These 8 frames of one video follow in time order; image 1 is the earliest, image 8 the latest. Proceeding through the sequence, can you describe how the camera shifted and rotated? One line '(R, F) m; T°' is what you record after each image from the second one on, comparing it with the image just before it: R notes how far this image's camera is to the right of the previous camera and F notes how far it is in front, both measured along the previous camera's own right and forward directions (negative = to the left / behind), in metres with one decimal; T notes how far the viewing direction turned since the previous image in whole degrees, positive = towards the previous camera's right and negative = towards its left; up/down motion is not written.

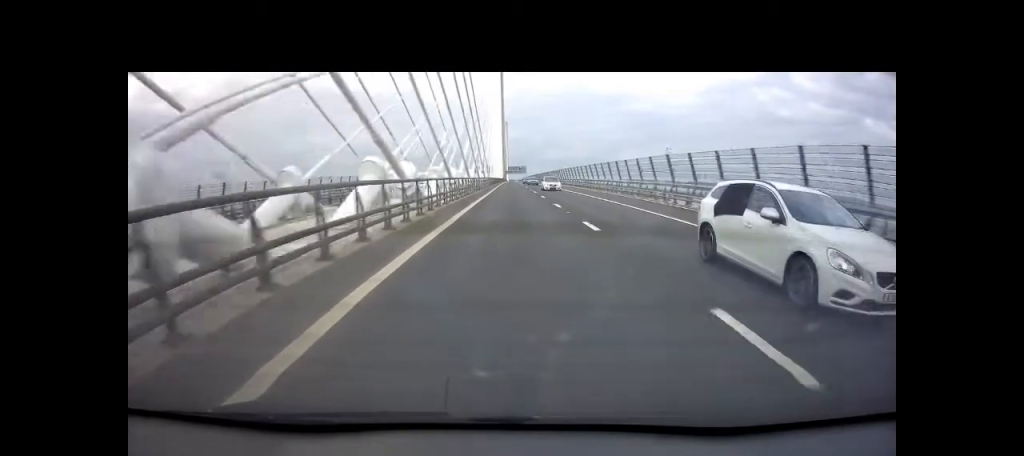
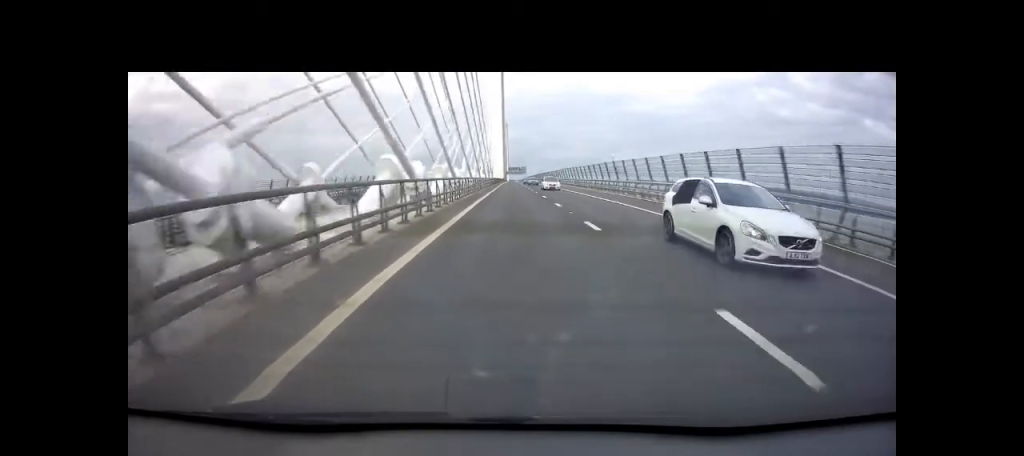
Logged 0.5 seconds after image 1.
(0.0, +17.9) m; 0°
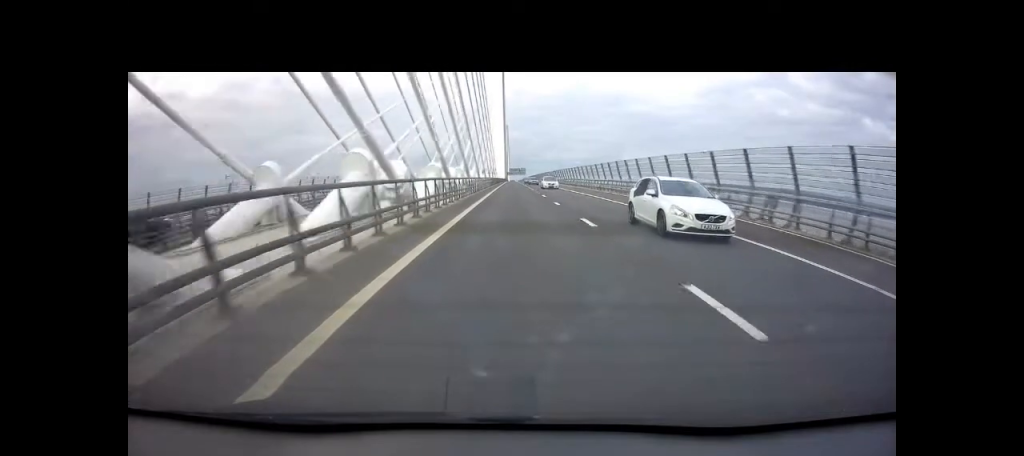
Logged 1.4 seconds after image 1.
(+0.1, +27.6) m; 0°
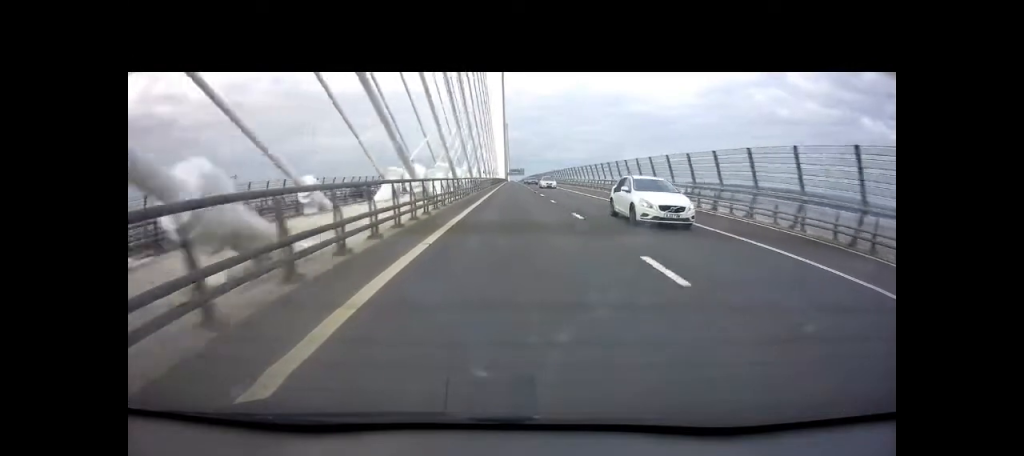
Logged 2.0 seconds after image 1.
(0.0, +19.8) m; 0°
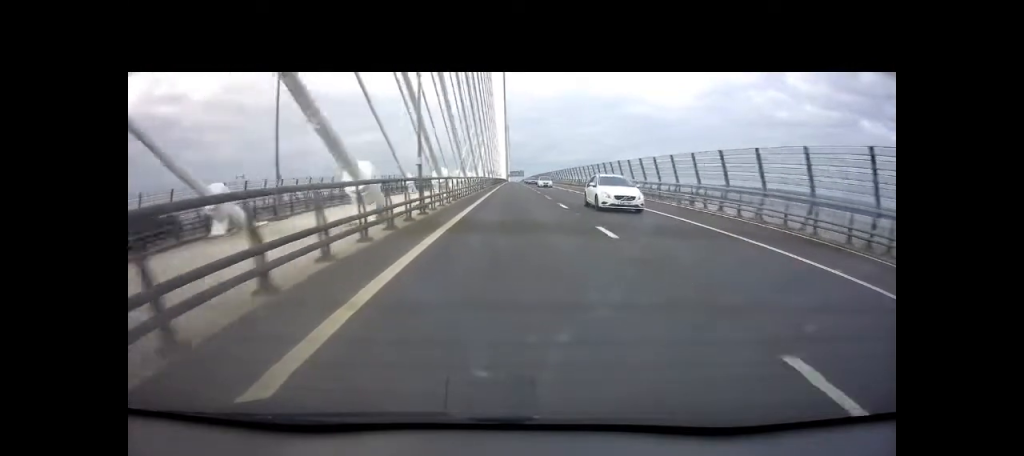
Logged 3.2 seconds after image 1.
(-0.1, +39.8) m; 0°
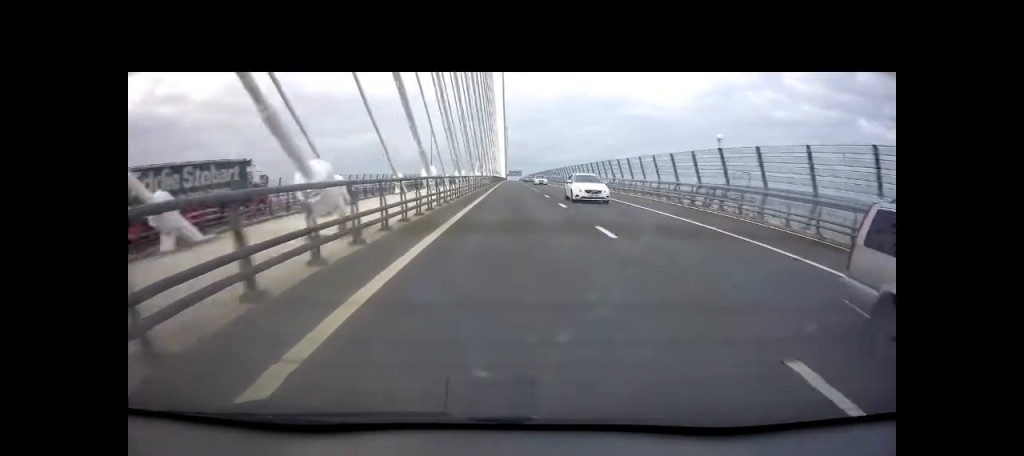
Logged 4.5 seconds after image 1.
(0.0, +44.7) m; 0°
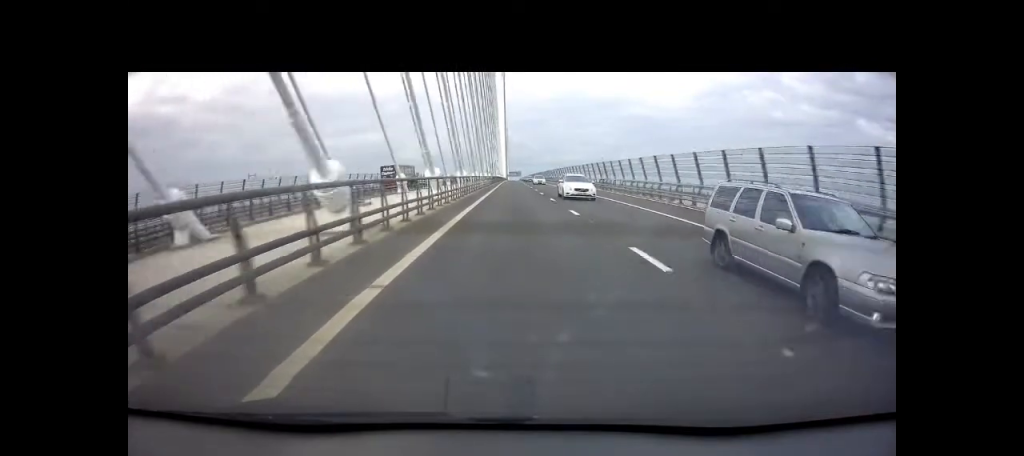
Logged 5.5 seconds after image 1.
(0.0, +32.5) m; 0°
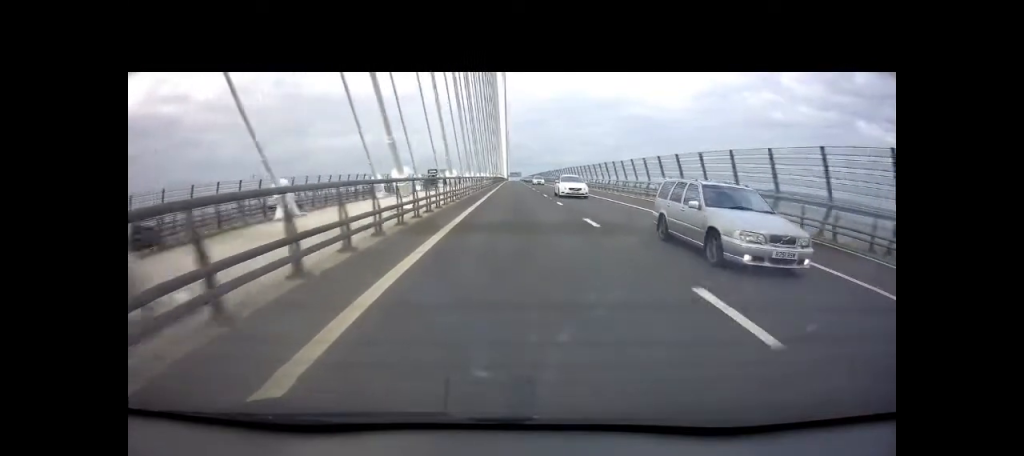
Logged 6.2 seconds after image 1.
(0.0, +23.5) m; 0°
